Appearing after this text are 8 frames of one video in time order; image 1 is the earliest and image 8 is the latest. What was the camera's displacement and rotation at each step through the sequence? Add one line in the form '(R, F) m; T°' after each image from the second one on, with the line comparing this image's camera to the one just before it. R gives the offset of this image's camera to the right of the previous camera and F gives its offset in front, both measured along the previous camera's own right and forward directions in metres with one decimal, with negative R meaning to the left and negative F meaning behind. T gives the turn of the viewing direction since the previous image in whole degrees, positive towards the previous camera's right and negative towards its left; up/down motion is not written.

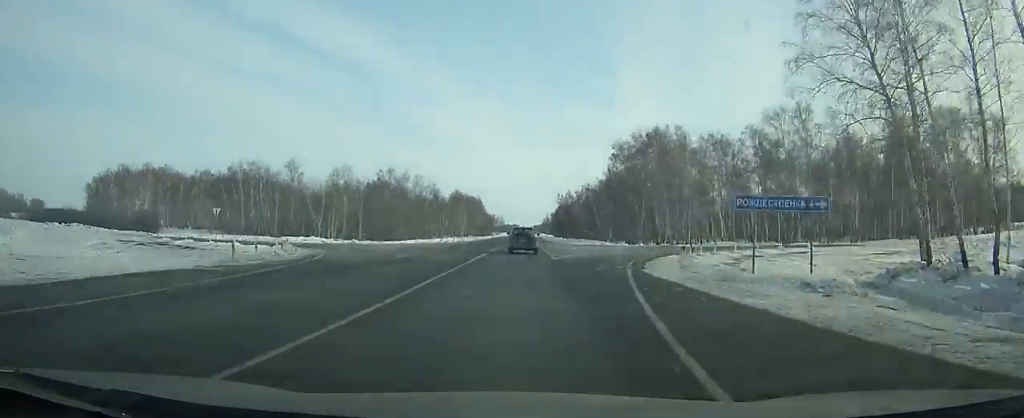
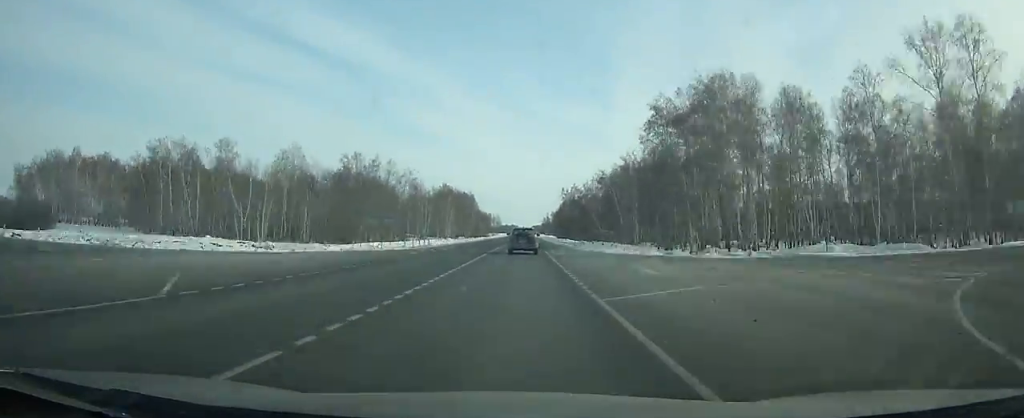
(0.0, +34.4) m; 0°
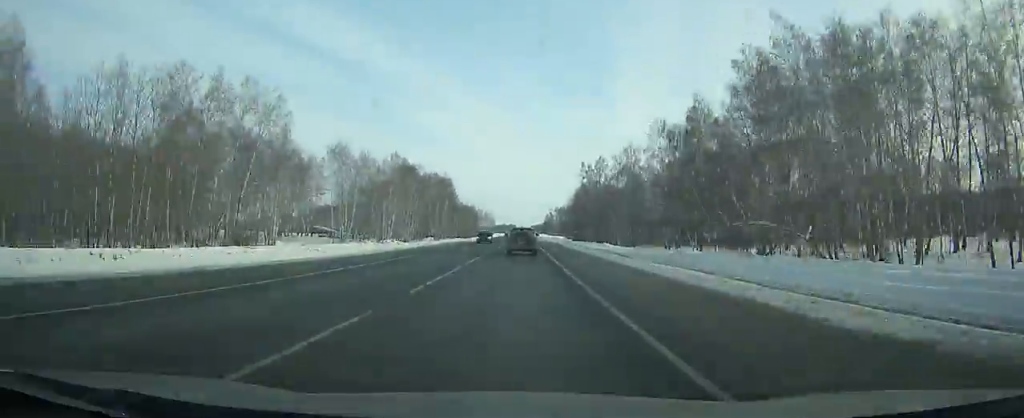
(0.0, +74.8) m; 0°
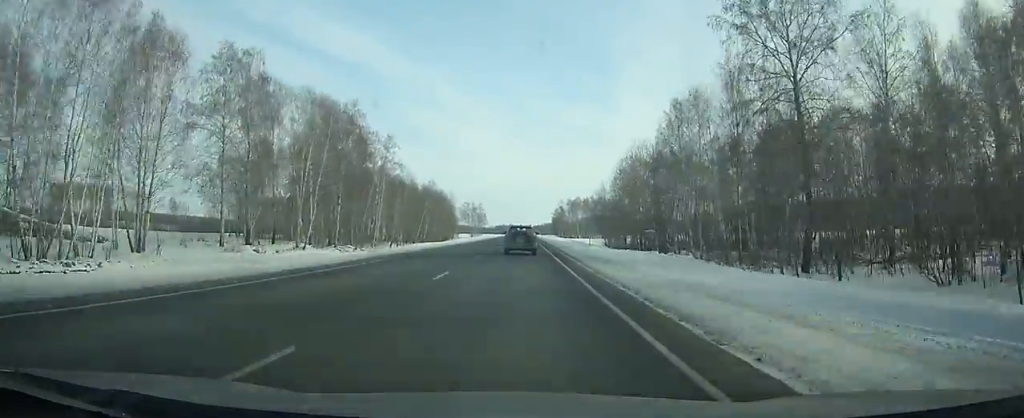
(+0.1, +98.9) m; 0°
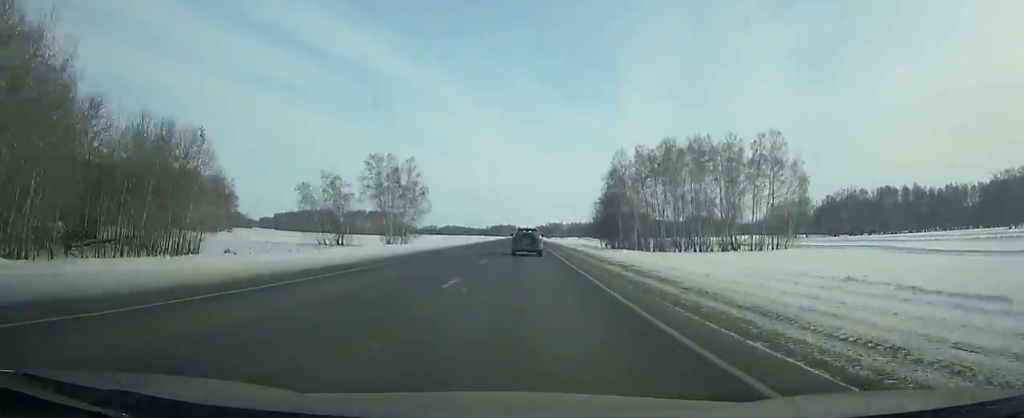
(-1.4, +170.9) m; 0°
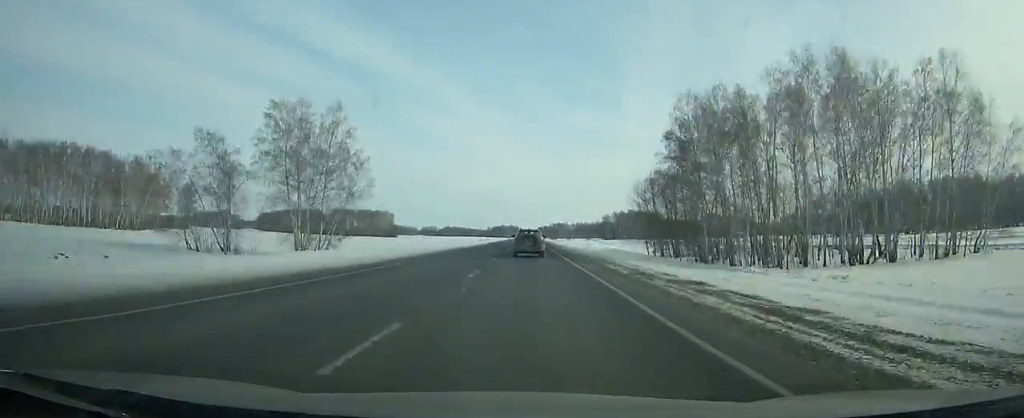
(+0.1, +42.9) m; 0°
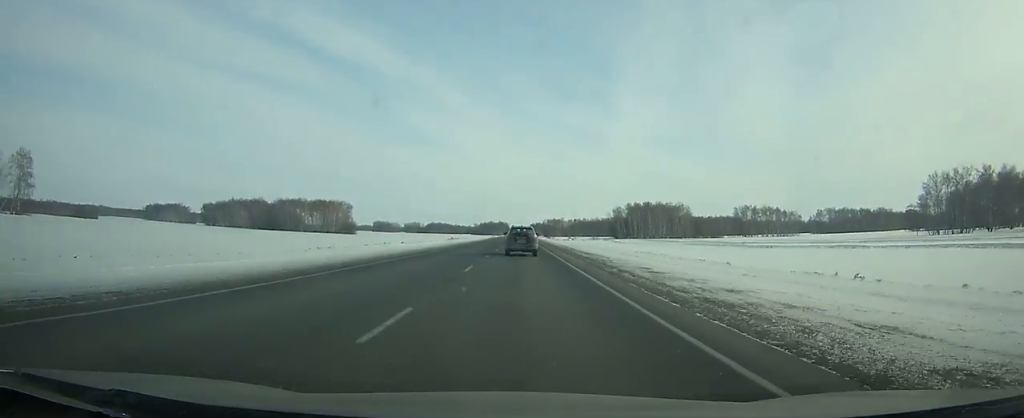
(+0.2, +94.6) m; 0°
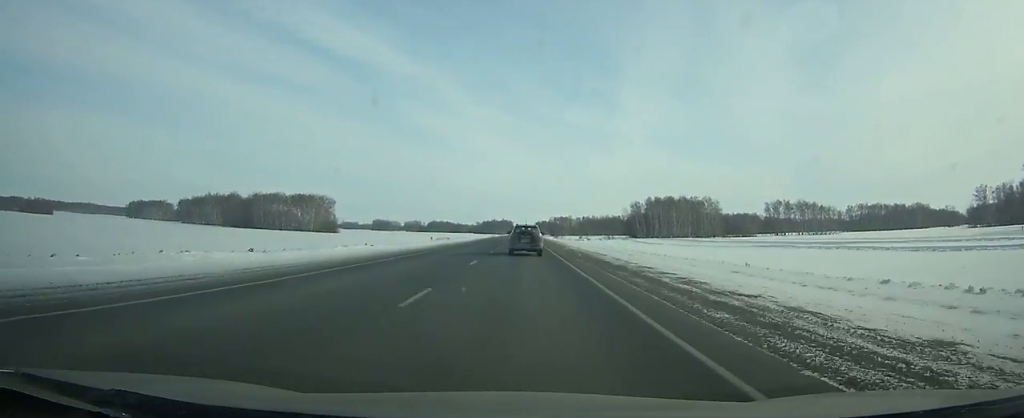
(0.0, +43.5) m; 0°
